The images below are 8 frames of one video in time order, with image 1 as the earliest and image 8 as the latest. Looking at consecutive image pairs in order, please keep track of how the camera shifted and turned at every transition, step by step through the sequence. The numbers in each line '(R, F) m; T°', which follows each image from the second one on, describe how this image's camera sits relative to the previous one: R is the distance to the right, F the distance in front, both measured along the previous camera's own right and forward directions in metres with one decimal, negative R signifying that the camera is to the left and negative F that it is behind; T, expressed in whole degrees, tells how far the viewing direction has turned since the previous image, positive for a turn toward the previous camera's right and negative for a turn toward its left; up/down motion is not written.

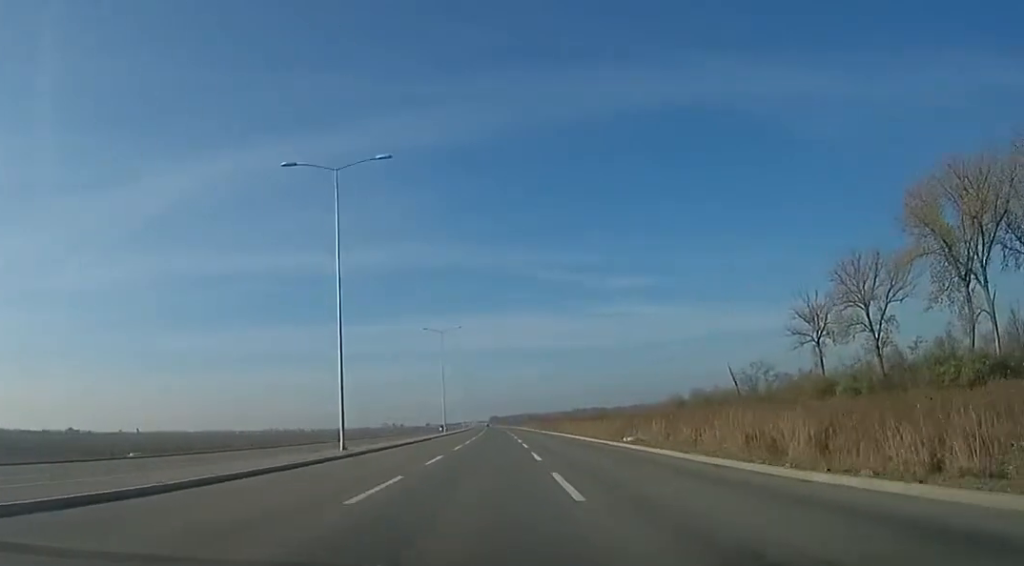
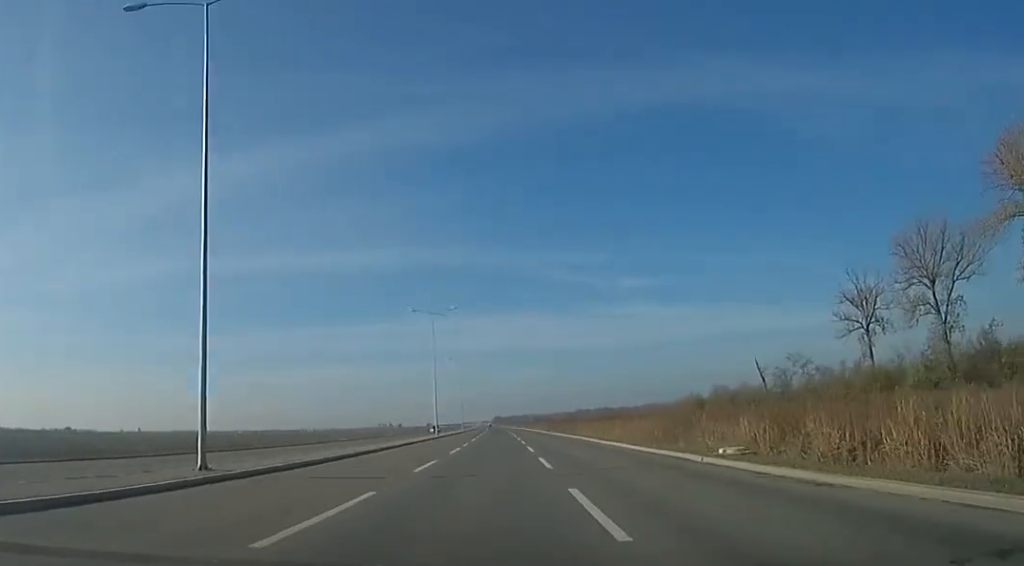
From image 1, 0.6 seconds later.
(0.0, +13.3) m; 0°
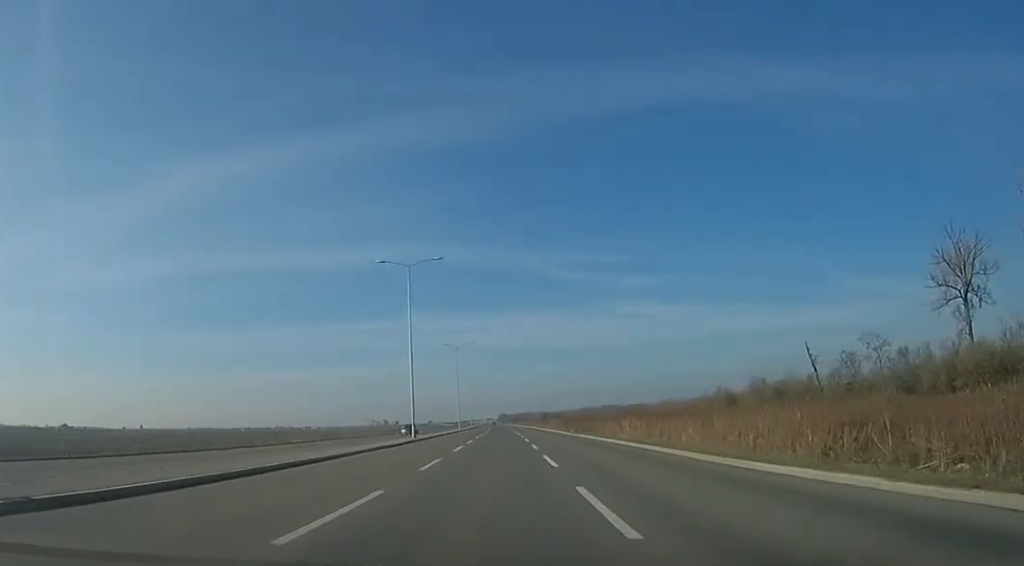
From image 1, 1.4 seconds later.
(-0.1, +19.8) m; -1°
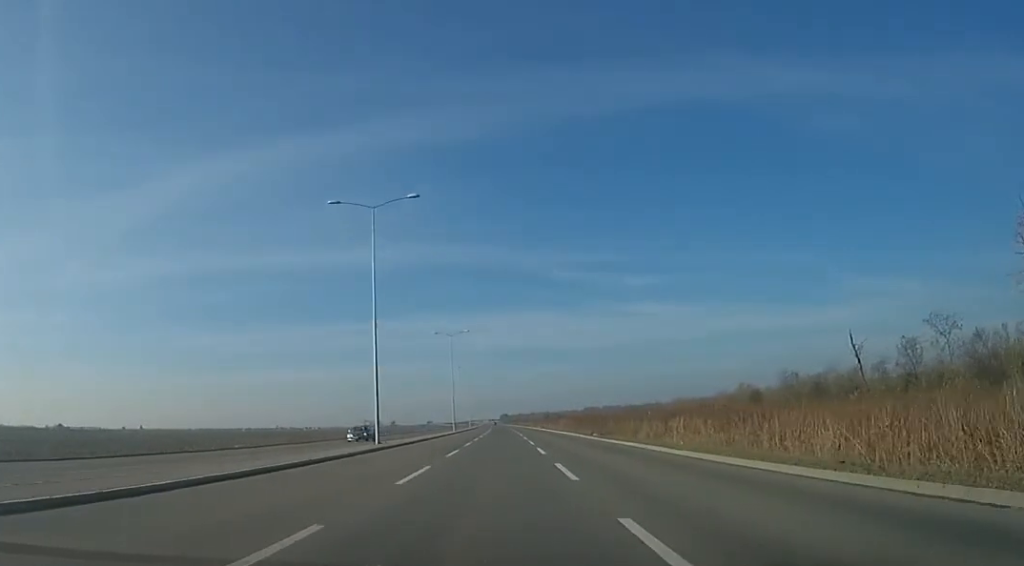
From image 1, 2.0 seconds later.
(+0.2, +13.6) m; -2°
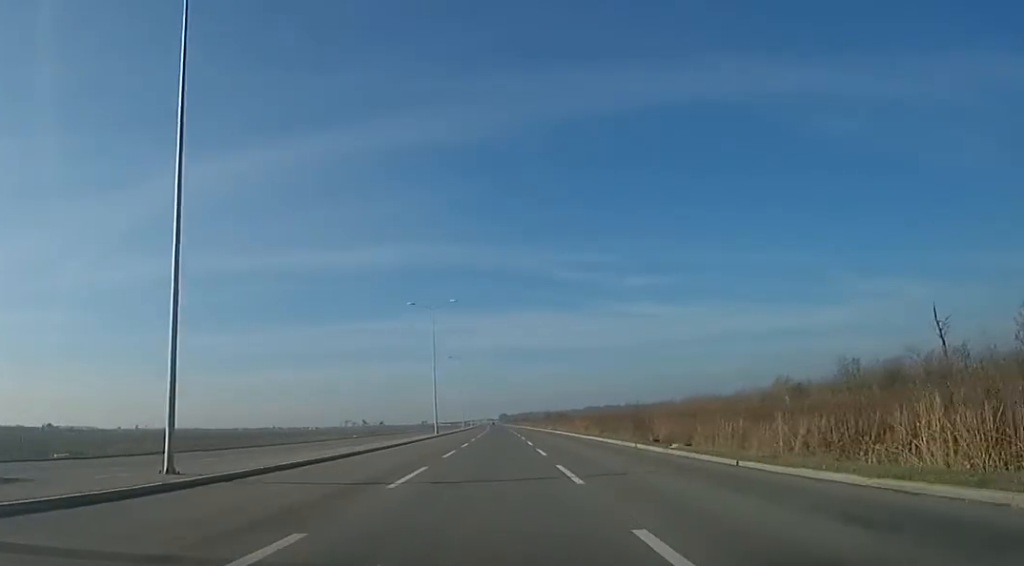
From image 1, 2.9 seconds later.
(-1.1, +20.6) m; -2°
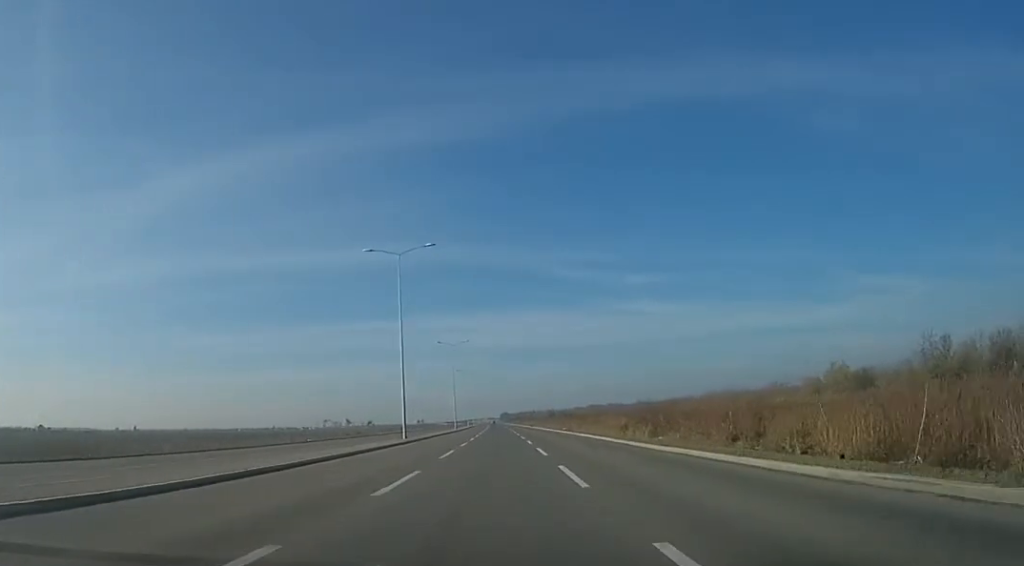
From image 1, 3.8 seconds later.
(+0.1, +20.6) m; +1°
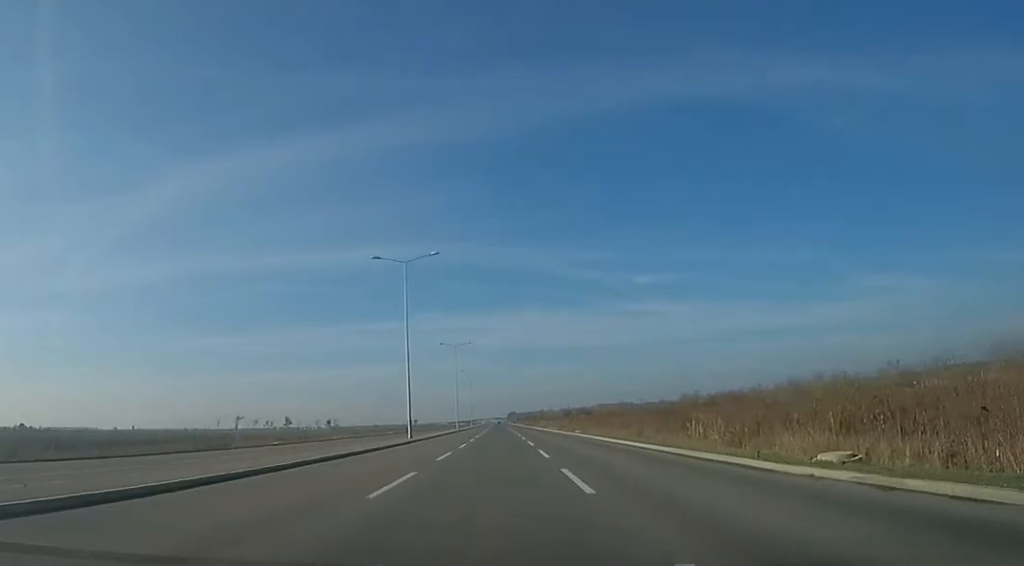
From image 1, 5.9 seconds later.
(+1.7, +50.3) m; +1°
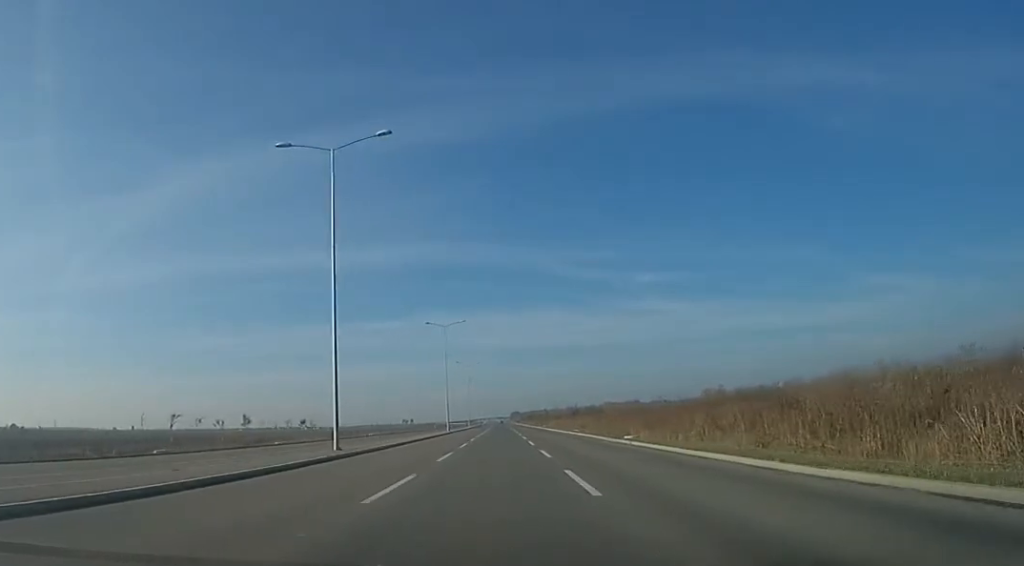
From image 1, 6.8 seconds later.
(-0.8, +20.1) m; 0°
